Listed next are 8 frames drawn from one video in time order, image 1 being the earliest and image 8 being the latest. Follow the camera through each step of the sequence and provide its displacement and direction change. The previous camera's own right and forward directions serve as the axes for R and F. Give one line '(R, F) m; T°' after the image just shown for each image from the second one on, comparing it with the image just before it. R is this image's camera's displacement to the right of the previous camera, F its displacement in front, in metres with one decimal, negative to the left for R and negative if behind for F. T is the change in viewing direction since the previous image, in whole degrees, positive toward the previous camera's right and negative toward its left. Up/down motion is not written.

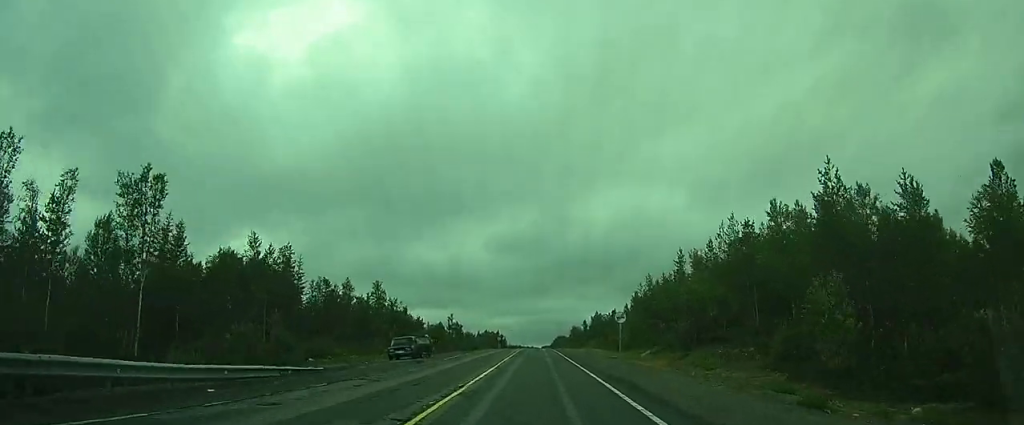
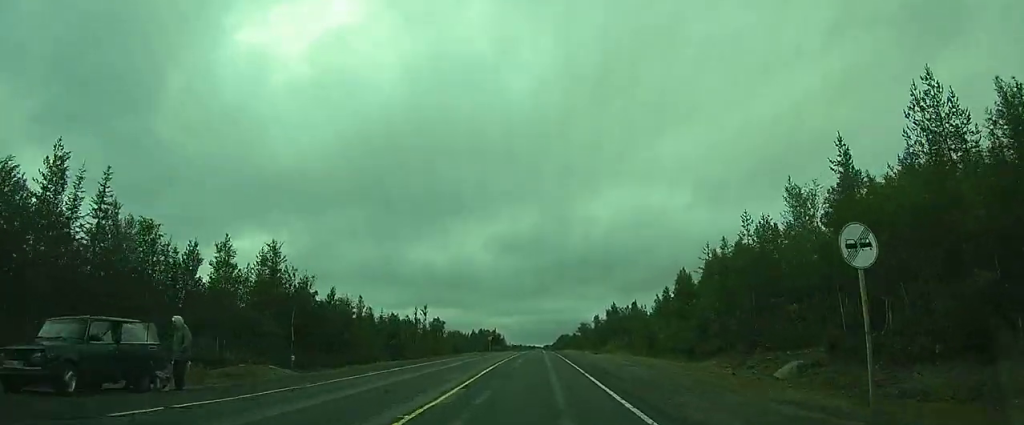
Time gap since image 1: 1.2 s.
(+0.2, +27.0) m; 0°
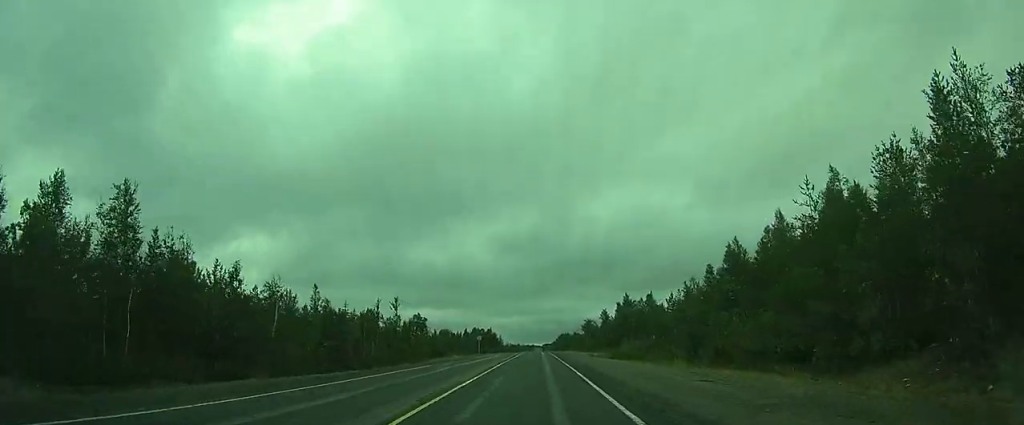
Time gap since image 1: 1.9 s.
(-0.1, +16.1) m; 0°
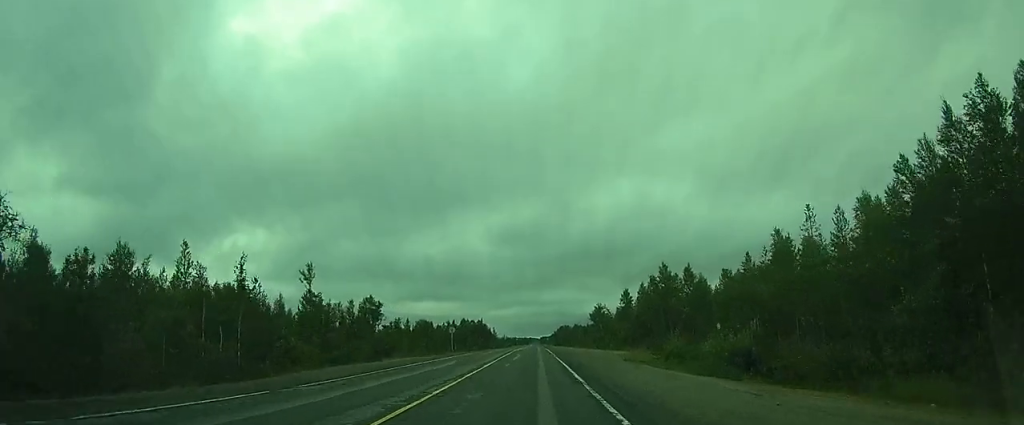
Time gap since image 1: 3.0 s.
(0.0, +25.3) m; 0°
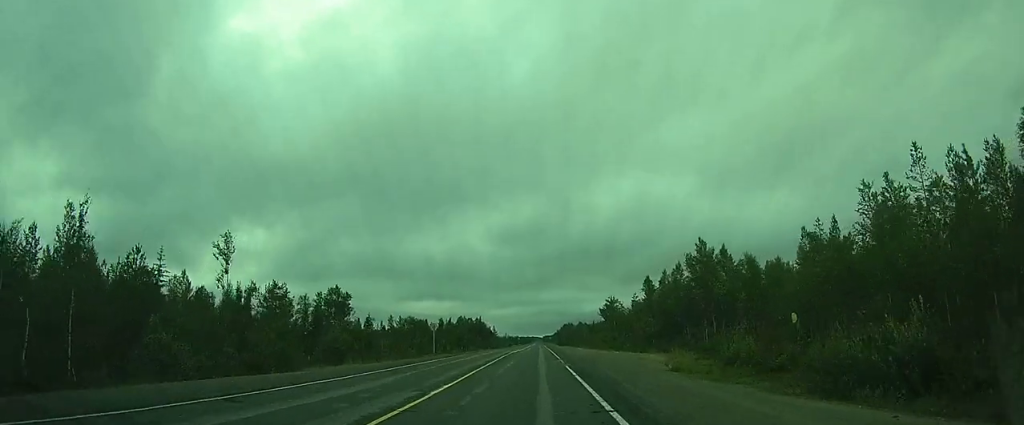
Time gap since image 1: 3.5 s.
(0.0, +12.2) m; 0°
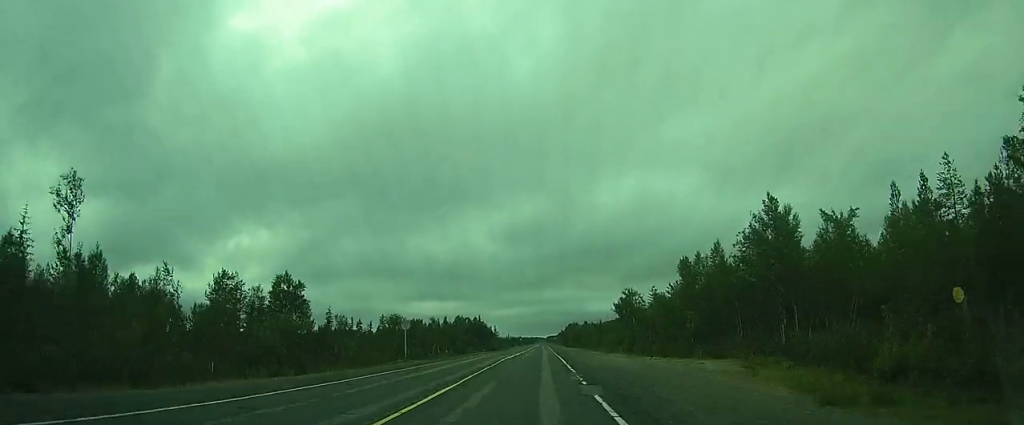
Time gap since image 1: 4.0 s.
(0.0, +12.2) m; 0°
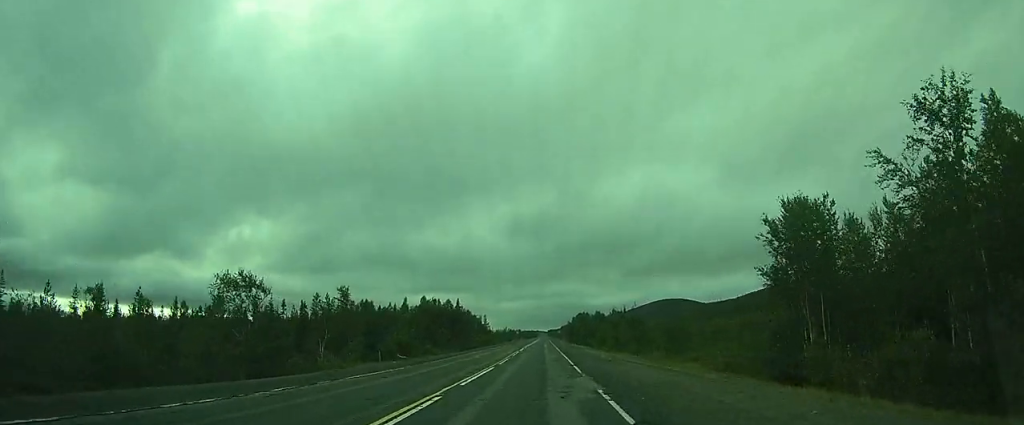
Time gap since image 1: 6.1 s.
(+0.2, +46.9) m; 0°
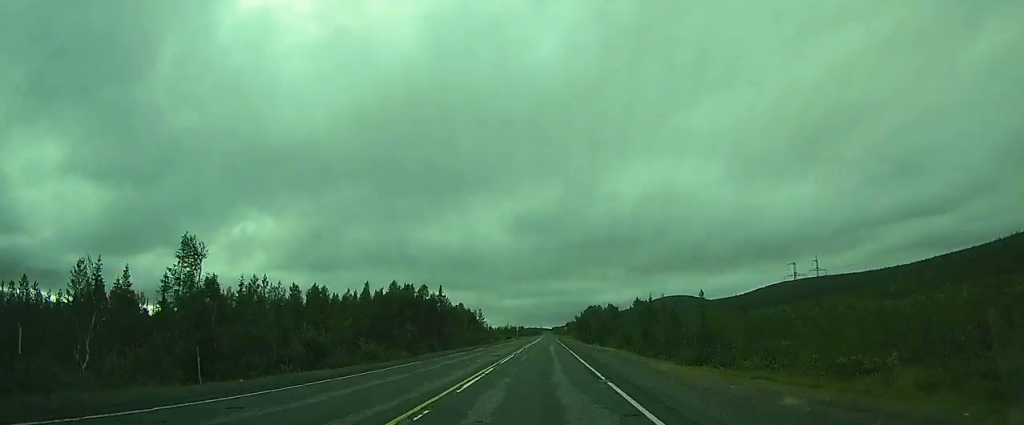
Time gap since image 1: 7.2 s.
(-0.2, +25.7) m; -1°
